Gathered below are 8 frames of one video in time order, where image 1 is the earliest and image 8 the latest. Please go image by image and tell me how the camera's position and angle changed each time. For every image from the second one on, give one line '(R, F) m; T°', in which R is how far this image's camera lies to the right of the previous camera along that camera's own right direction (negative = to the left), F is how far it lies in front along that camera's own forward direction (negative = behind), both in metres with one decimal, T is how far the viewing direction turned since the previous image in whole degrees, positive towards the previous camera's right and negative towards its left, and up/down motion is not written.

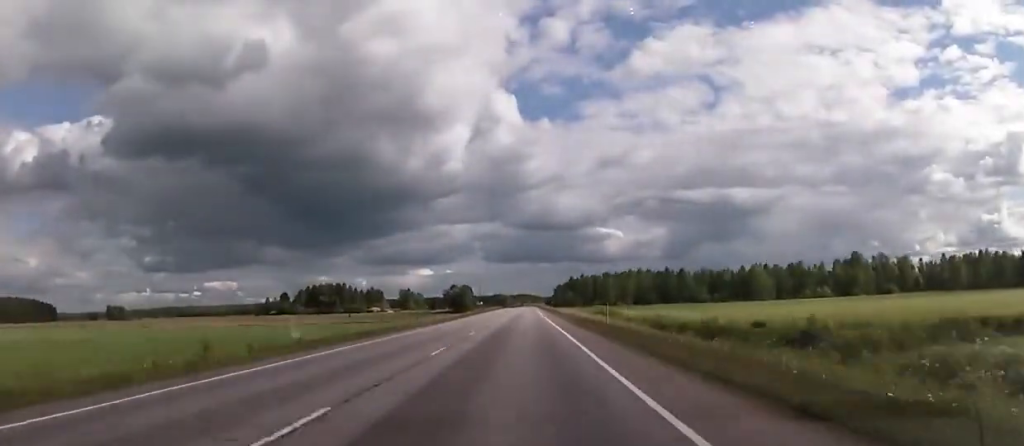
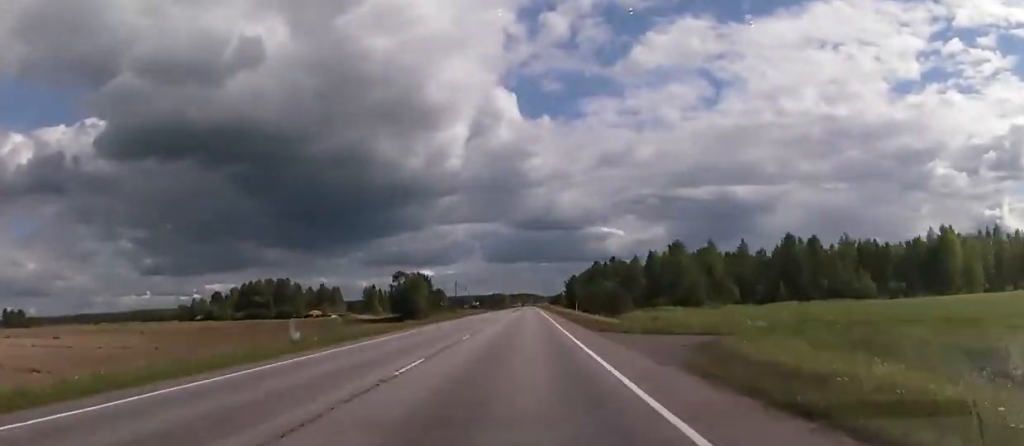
(-0.2, +112.1) m; 0°
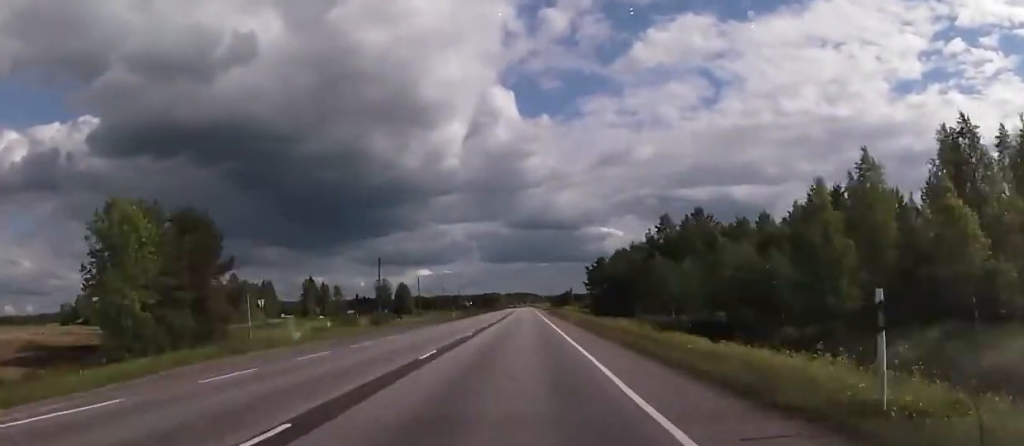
(0.0, +104.9) m; 0°
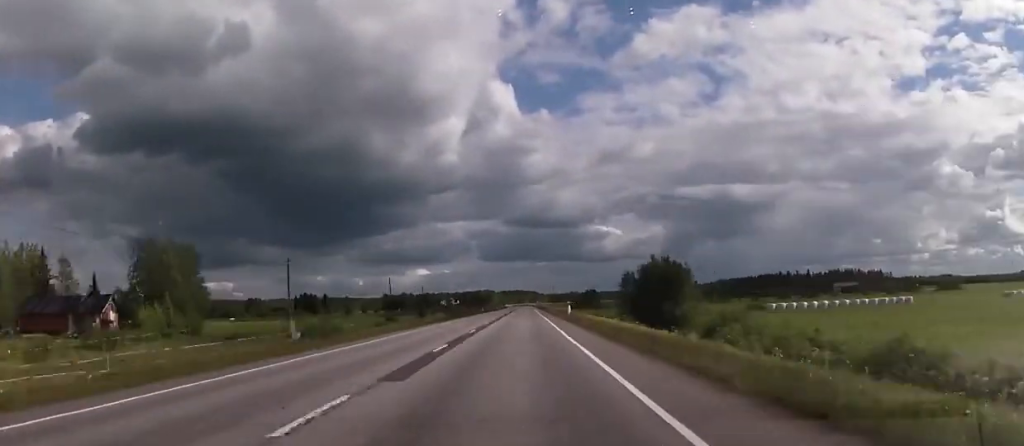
(0.0, +180.9) m; 0°
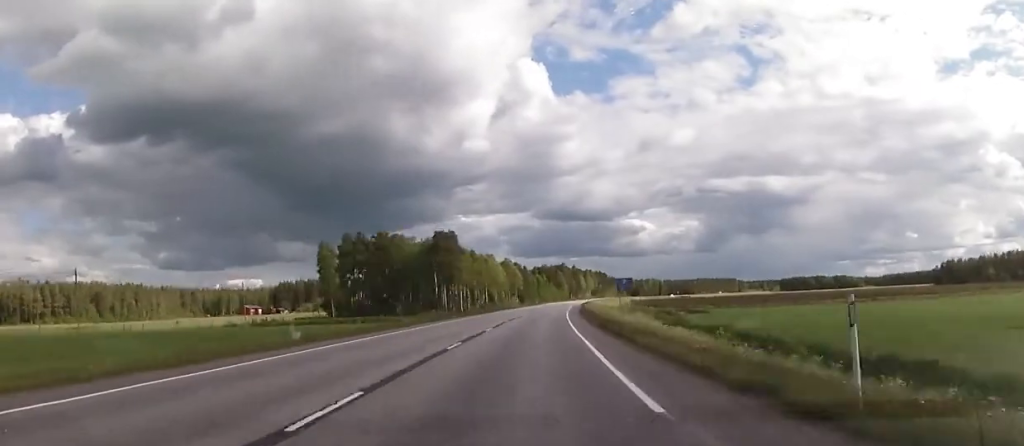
(-6.9, +585.7) m; +4°
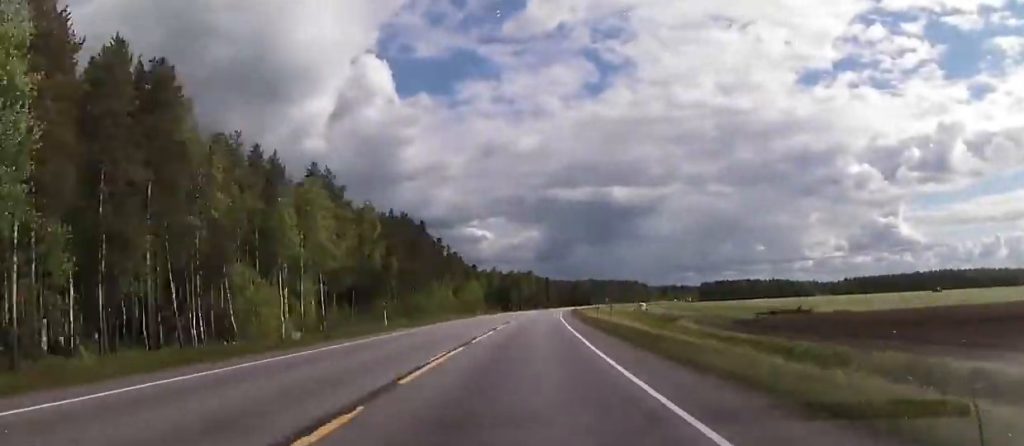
(+31.4, +338.2) m; +12°
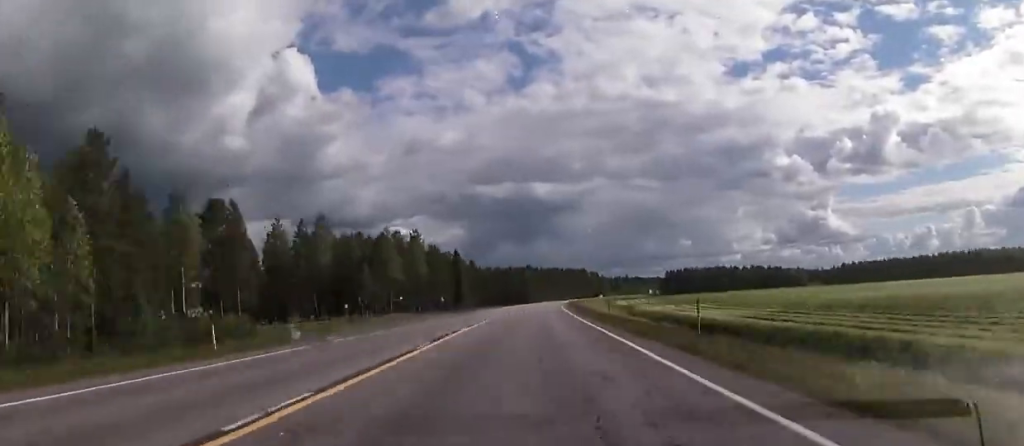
(+9.0, +154.8) m; +6°
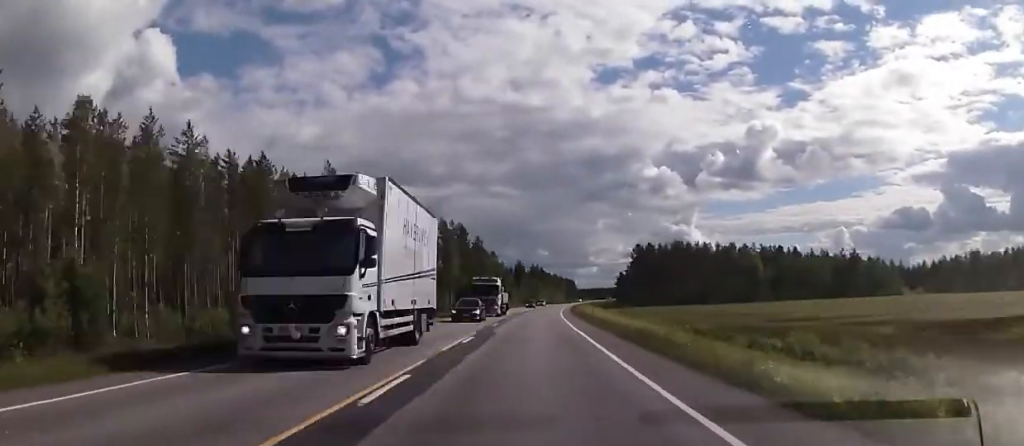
(+34.7, +341.0) m; +11°
